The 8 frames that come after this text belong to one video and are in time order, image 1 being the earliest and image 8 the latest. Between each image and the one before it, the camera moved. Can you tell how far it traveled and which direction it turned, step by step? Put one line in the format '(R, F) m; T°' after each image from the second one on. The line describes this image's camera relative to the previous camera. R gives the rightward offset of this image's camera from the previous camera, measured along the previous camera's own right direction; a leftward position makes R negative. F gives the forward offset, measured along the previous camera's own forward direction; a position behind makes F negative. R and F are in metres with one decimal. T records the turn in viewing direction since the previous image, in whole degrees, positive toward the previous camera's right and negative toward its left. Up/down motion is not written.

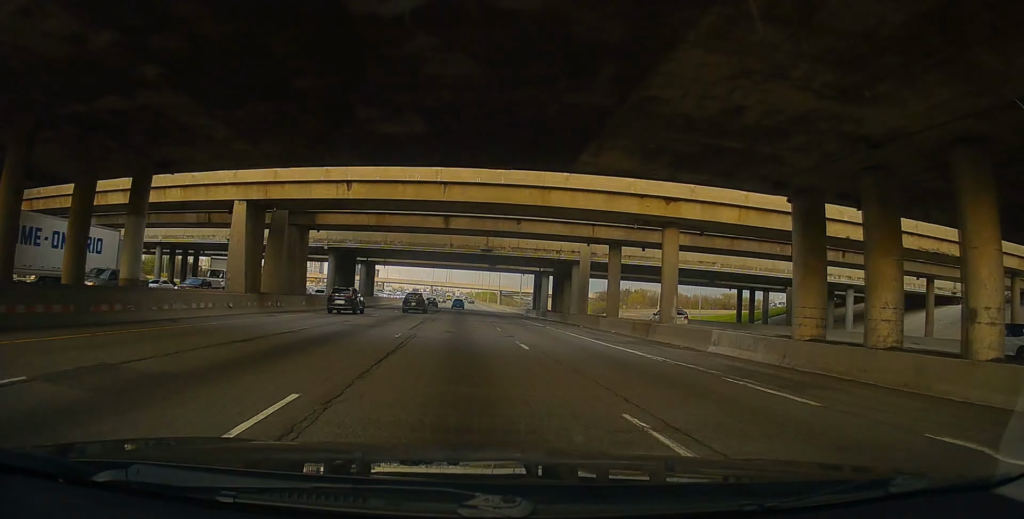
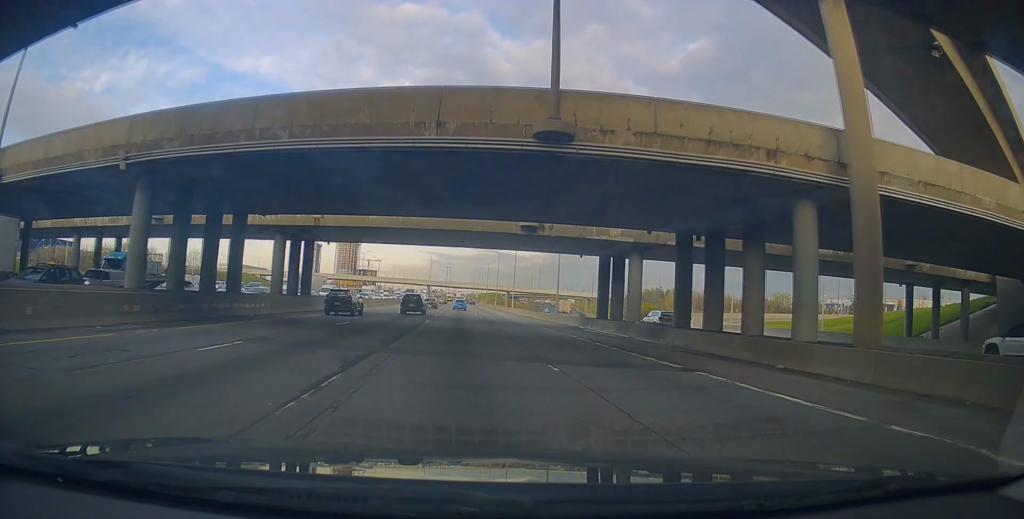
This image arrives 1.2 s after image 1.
(+0.2, +36.6) m; -1°
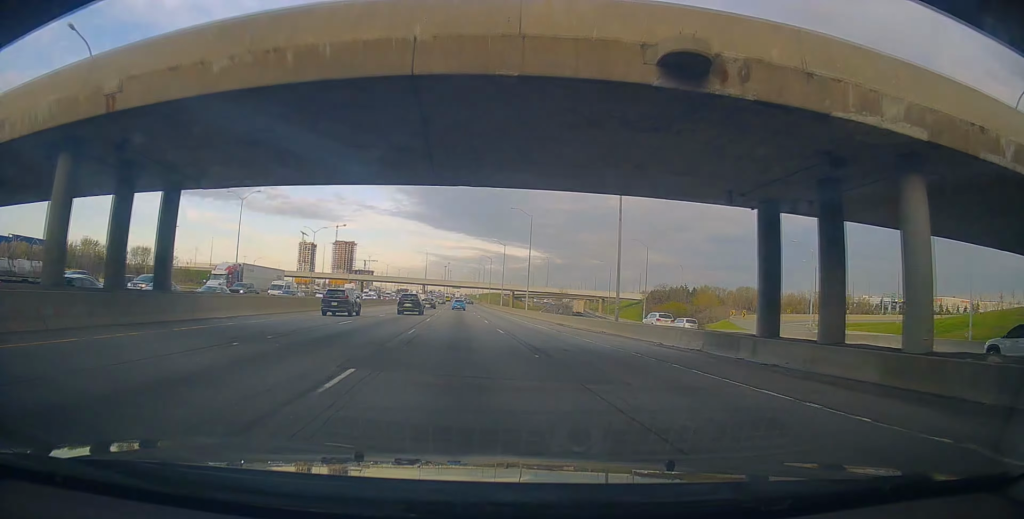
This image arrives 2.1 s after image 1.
(-0.3, +24.4) m; 0°
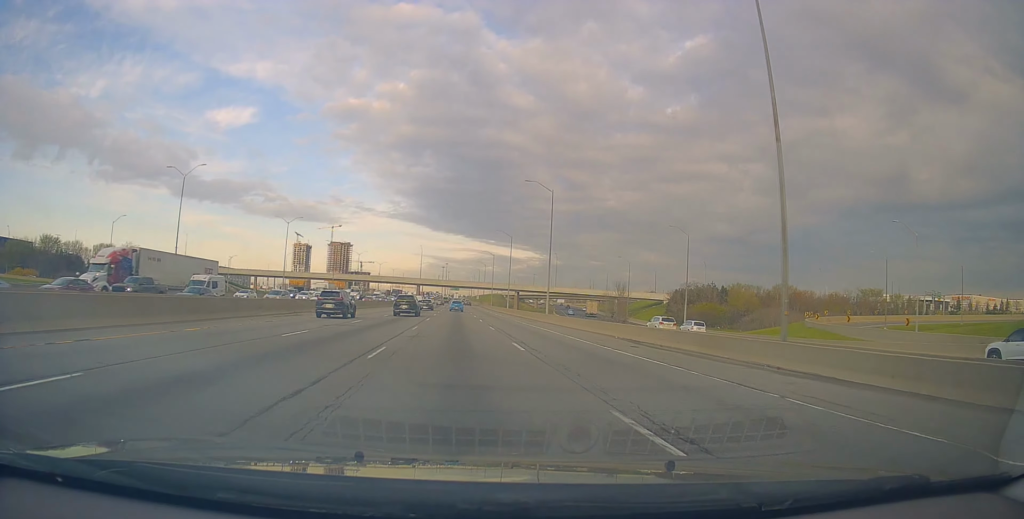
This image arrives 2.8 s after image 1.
(0.0, +21.2) m; +1°
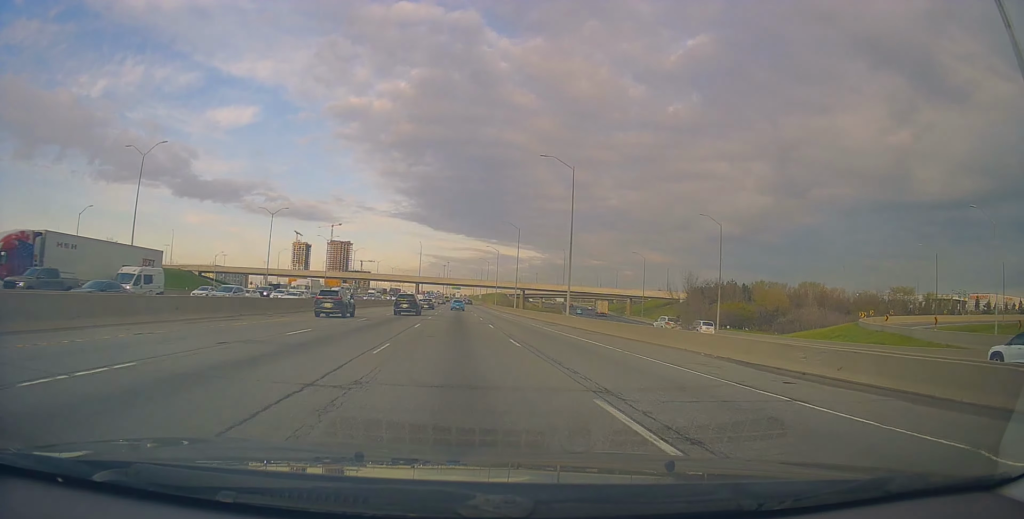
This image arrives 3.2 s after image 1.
(+0.2, +11.3) m; 0°
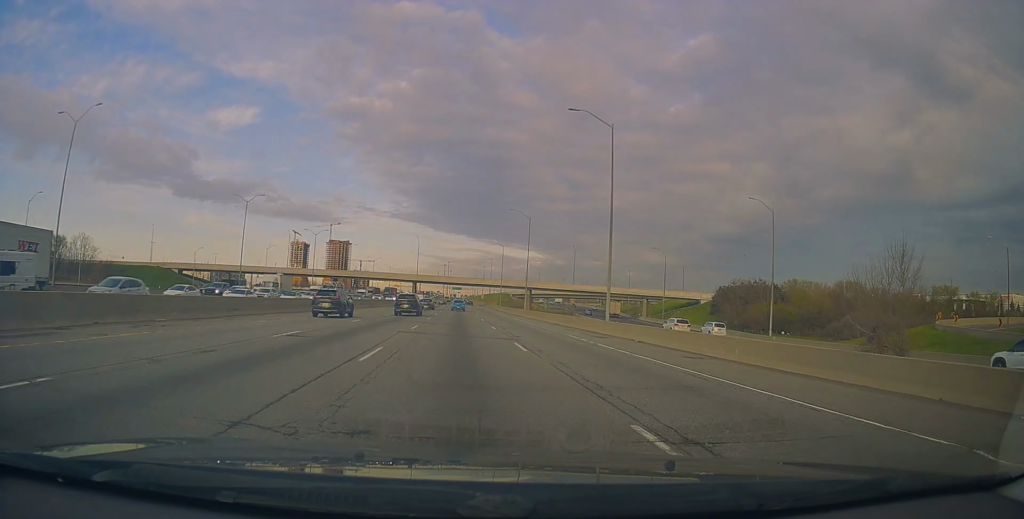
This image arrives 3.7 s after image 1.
(+0.1, +14.1) m; 0°
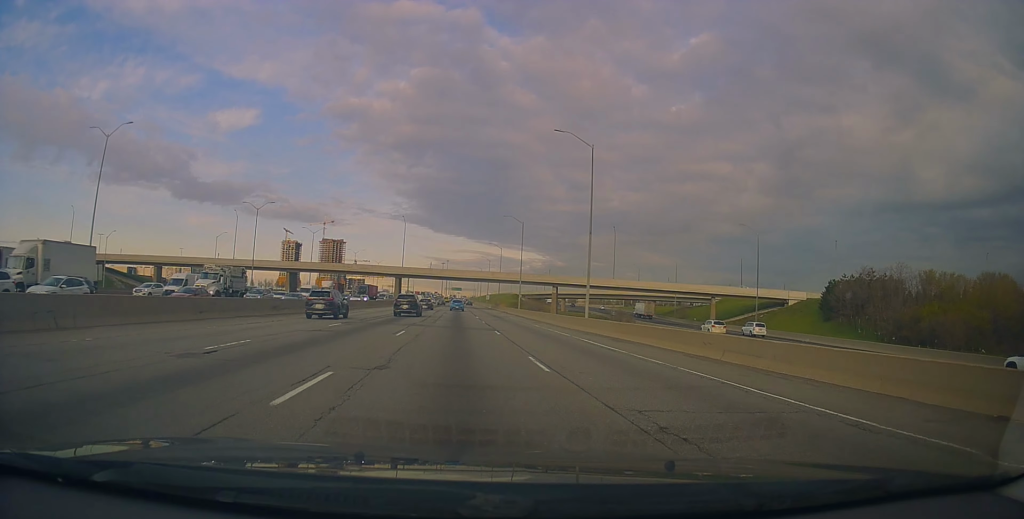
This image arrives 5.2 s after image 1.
(-0.2, +41.7) m; 0°
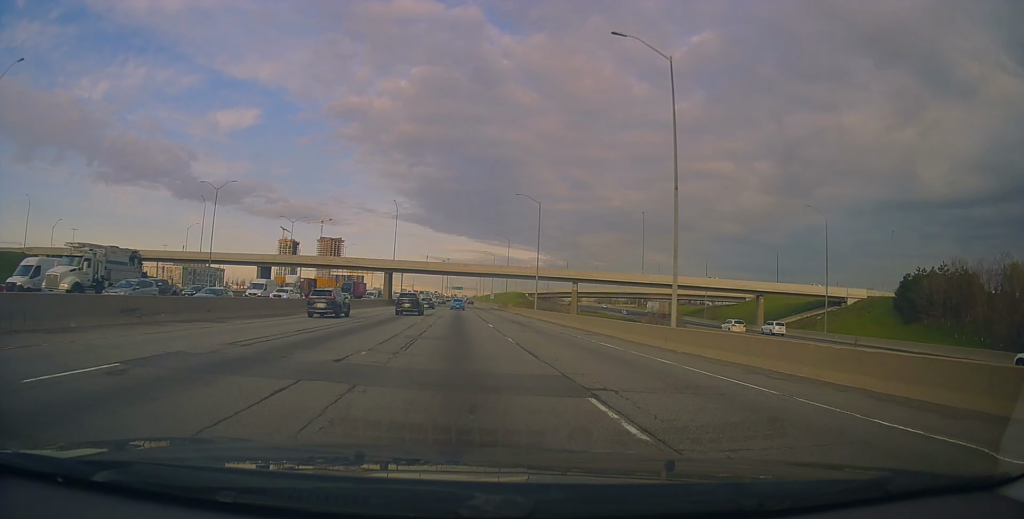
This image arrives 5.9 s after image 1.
(-0.1, +18.4) m; 0°
